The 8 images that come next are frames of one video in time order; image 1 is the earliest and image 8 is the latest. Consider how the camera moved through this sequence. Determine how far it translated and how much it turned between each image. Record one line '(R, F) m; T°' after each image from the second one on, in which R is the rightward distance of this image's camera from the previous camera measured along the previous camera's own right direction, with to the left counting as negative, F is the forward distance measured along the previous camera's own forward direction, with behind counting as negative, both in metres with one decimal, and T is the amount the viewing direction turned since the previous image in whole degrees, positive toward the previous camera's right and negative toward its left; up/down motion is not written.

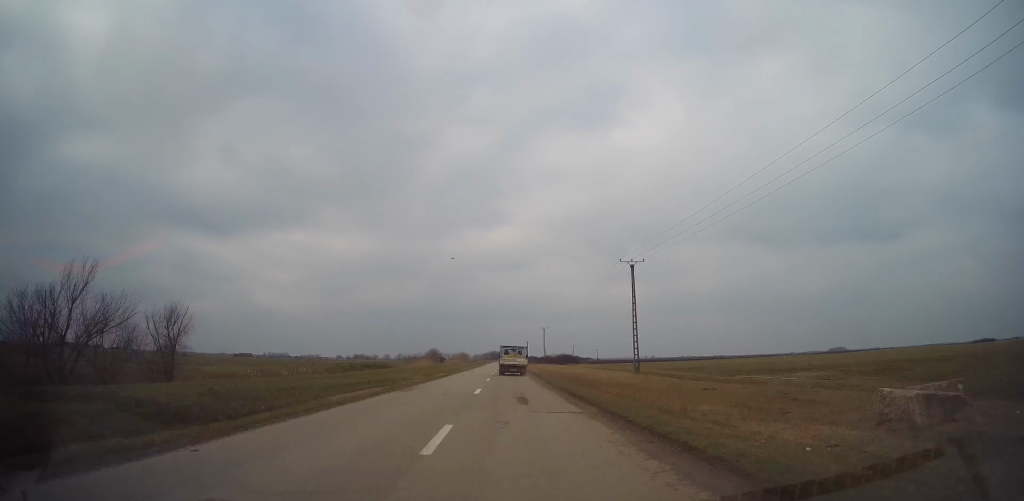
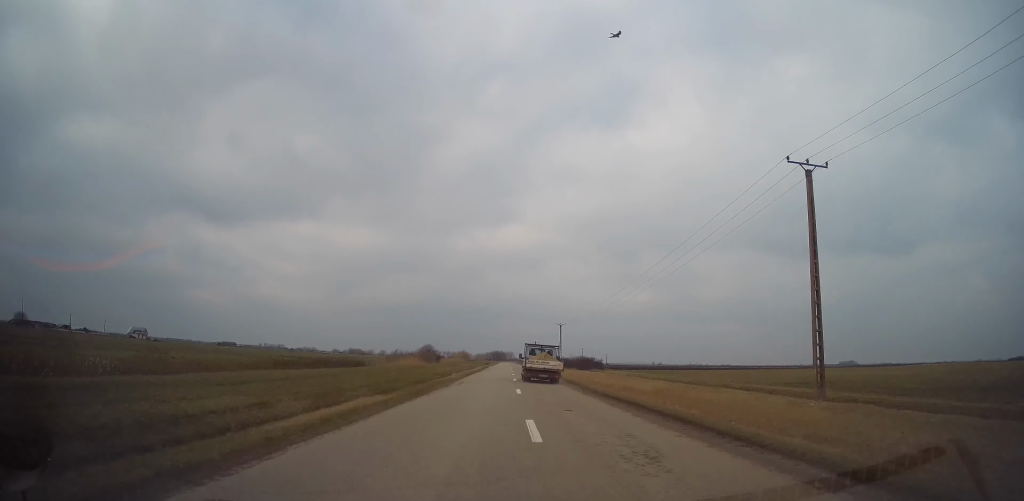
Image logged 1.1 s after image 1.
(-0.5, +34.7) m; -1°
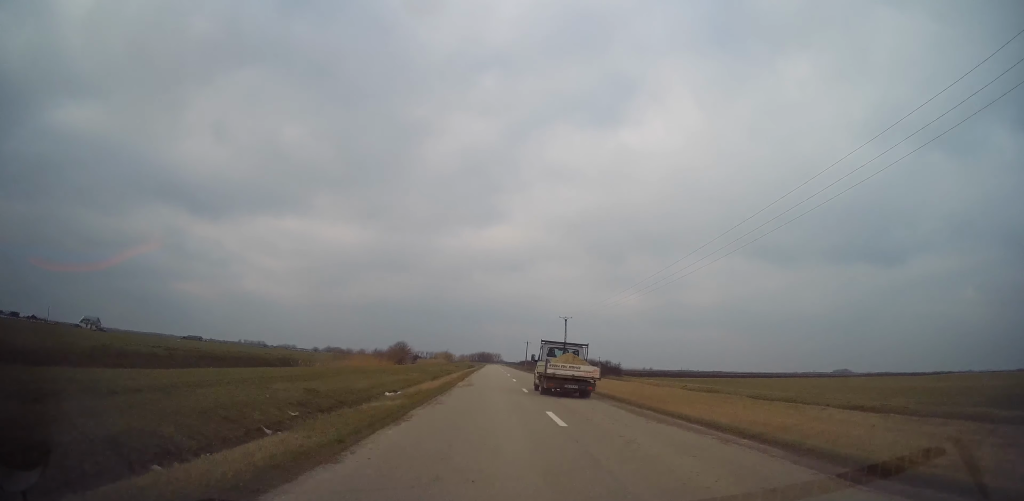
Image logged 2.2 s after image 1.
(0.0, +32.7) m; +1°
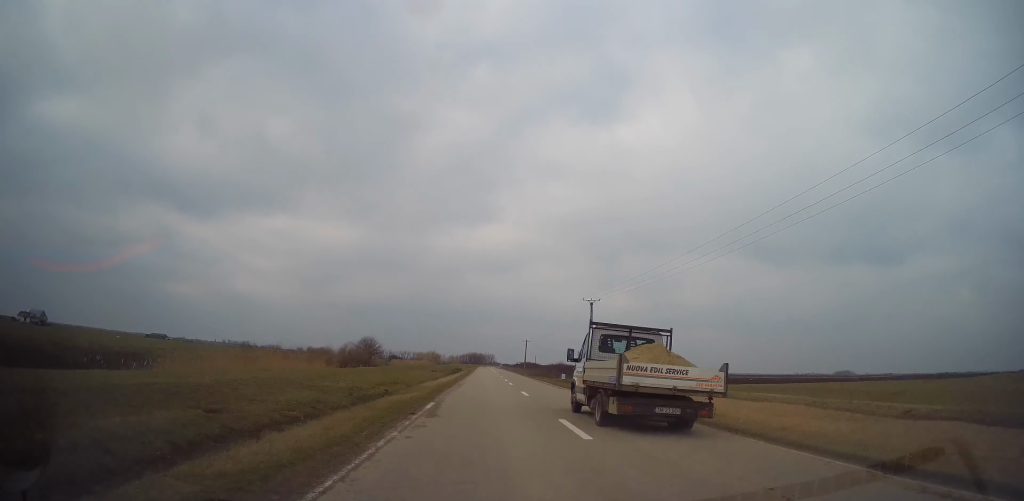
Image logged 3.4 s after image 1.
(+0.6, +36.8) m; +1°
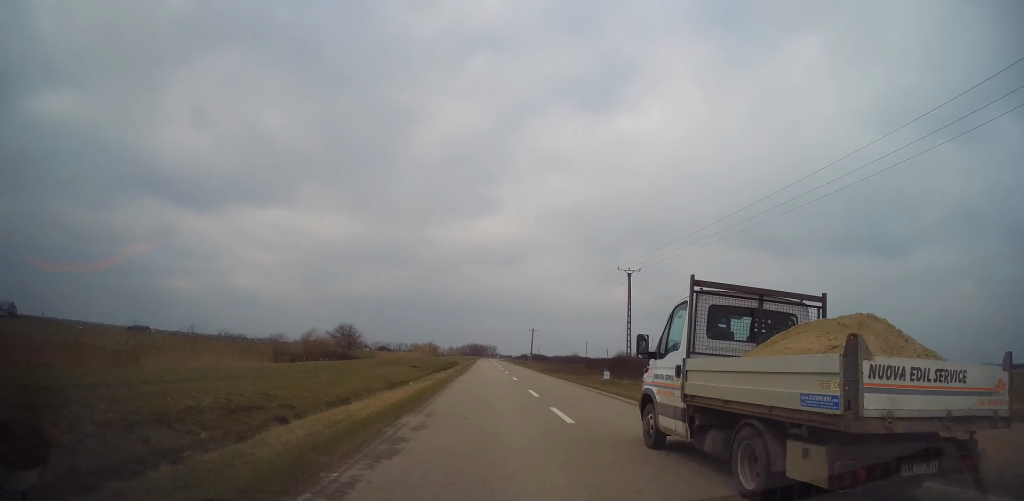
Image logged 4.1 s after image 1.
(+0.1, +21.7) m; +1°
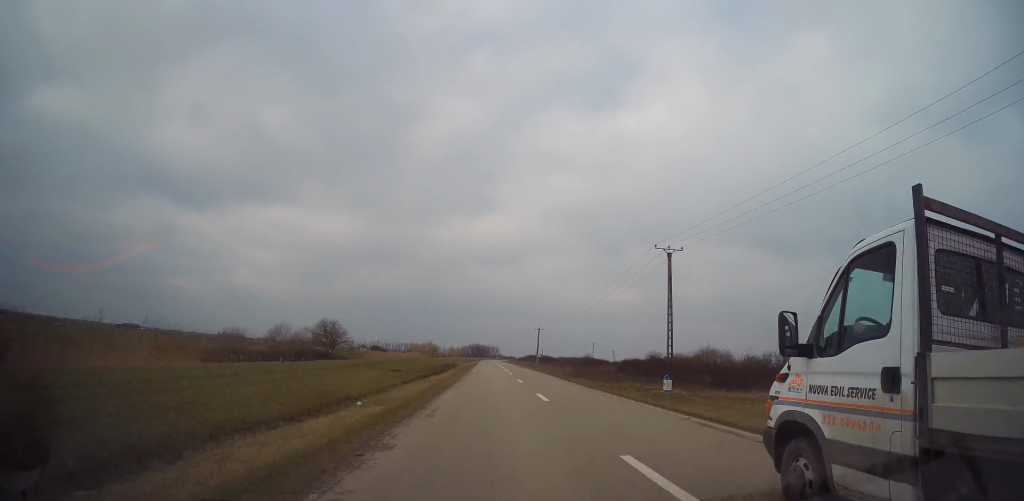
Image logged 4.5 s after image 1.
(+0.1, +13.5) m; 0°
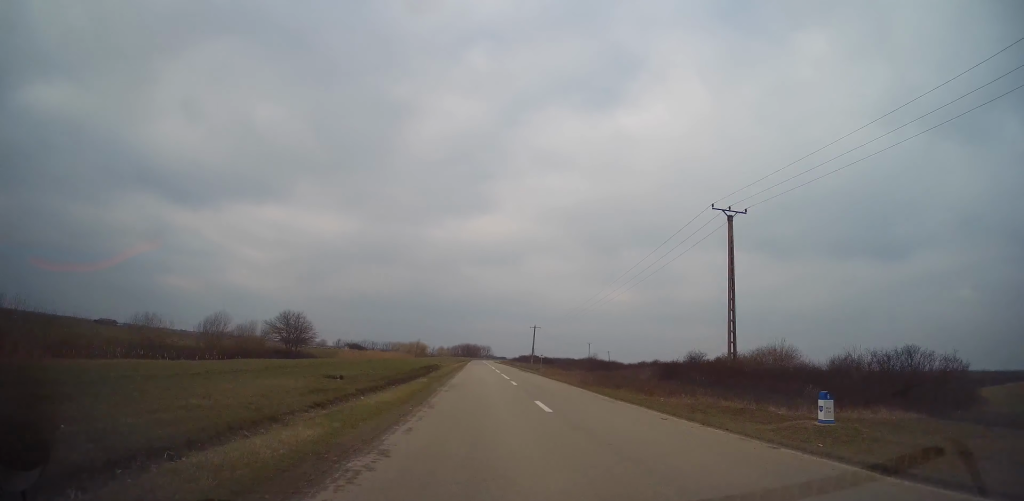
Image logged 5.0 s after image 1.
(+0.1, +14.5) m; 0°
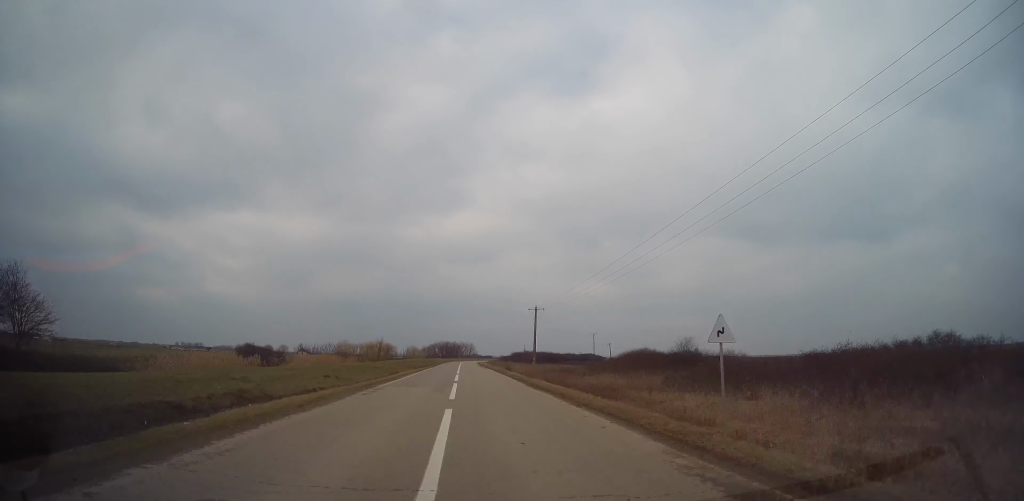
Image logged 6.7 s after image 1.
(+0.9, +52.5) m; +1°
